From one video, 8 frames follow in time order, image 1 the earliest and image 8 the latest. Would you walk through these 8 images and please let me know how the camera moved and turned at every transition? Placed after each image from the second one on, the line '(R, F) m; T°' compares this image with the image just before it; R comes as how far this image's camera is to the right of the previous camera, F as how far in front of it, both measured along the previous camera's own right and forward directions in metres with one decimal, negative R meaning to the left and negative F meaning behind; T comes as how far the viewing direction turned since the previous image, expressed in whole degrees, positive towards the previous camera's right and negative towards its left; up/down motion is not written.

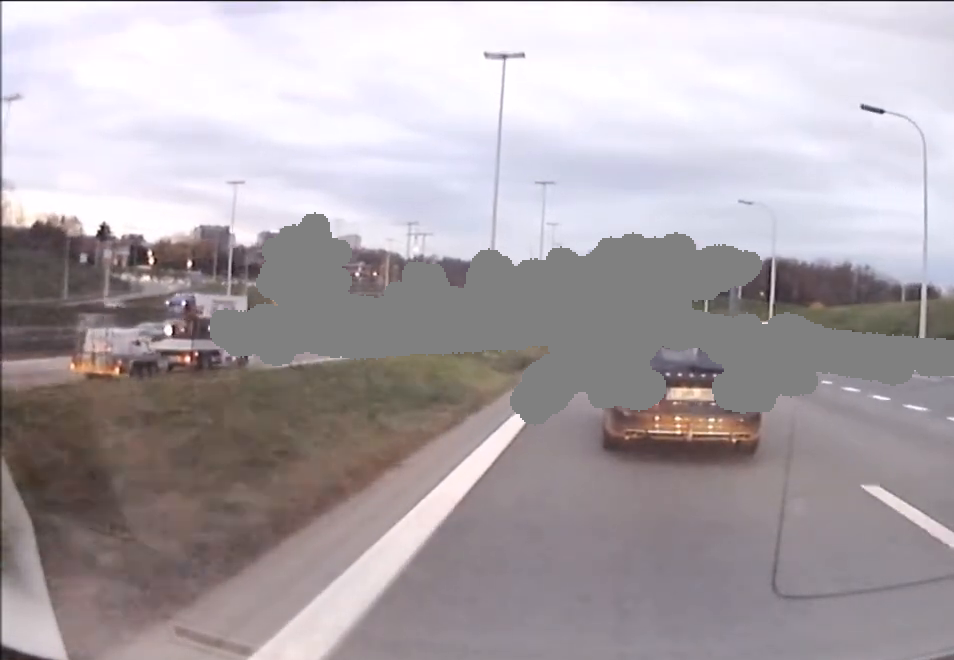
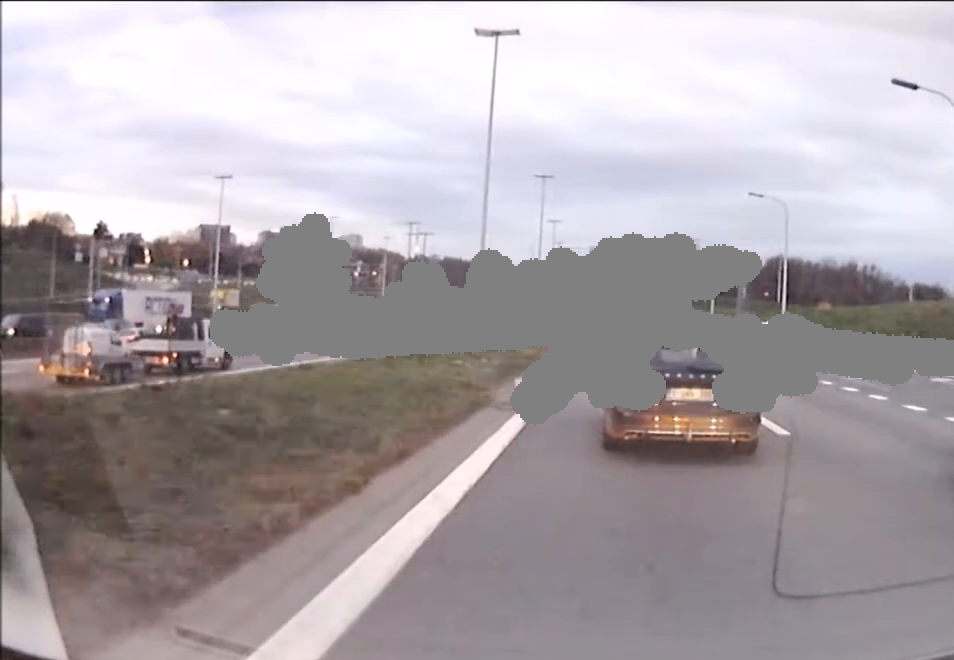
(0.0, +5.2) m; 0°
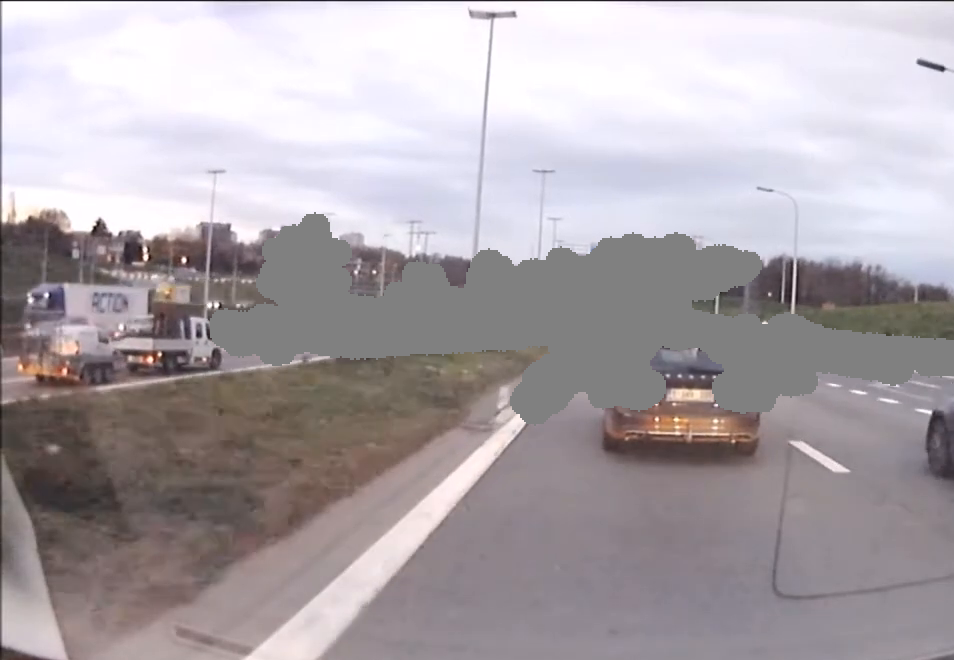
(0.0, +3.2) m; 0°
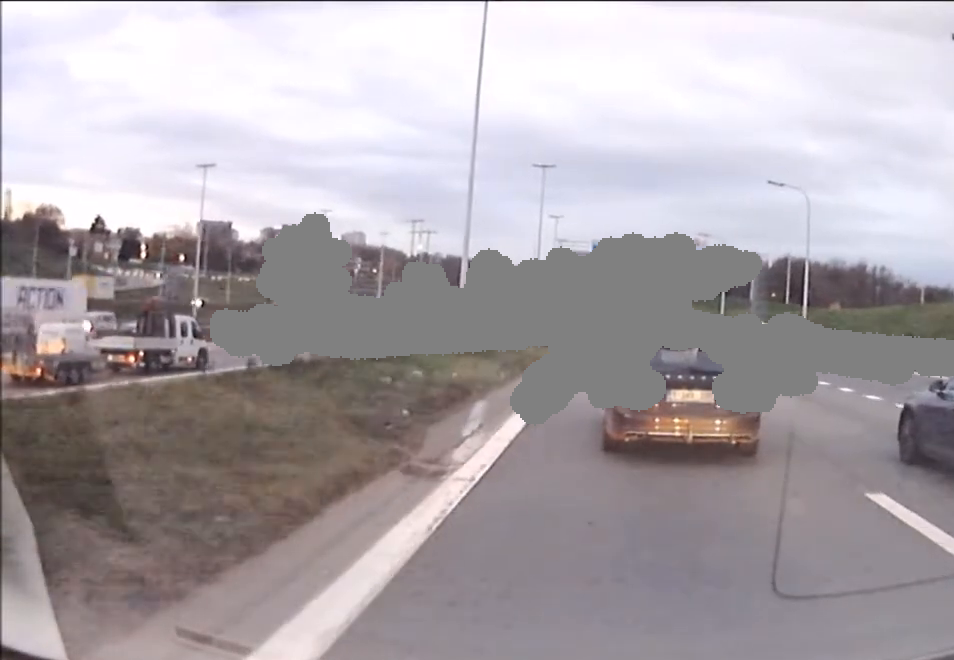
(0.0, +3.5) m; -1°
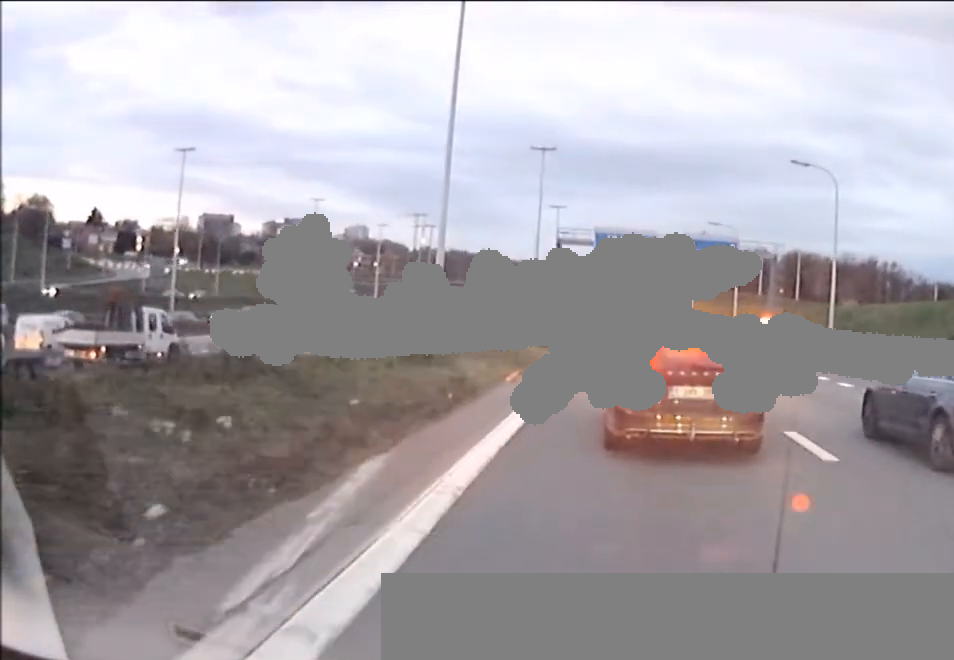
(0.0, +8.2) m; +1°
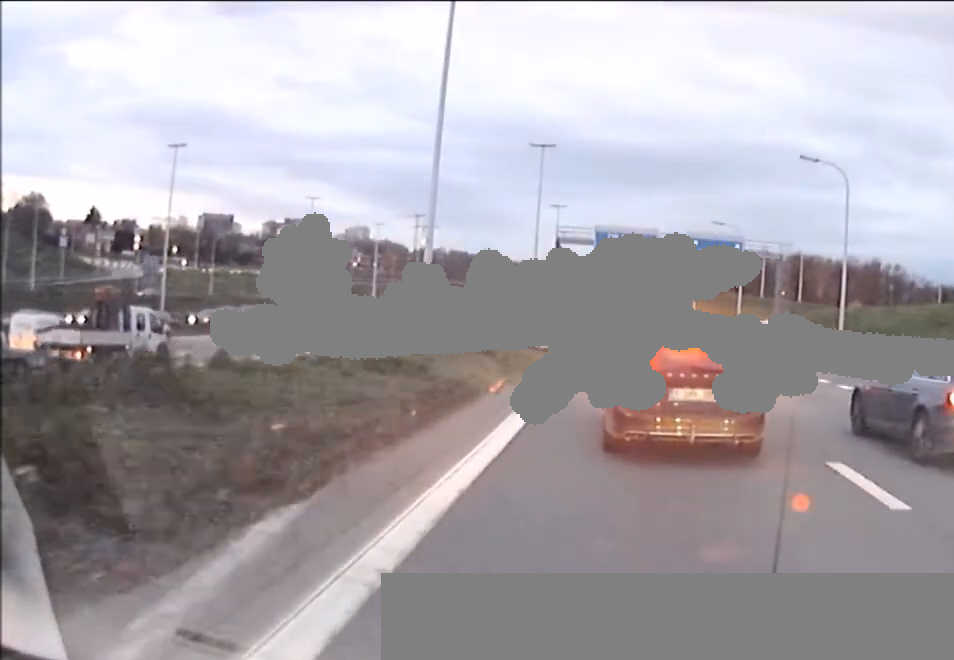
(0.0, +3.2) m; +1°
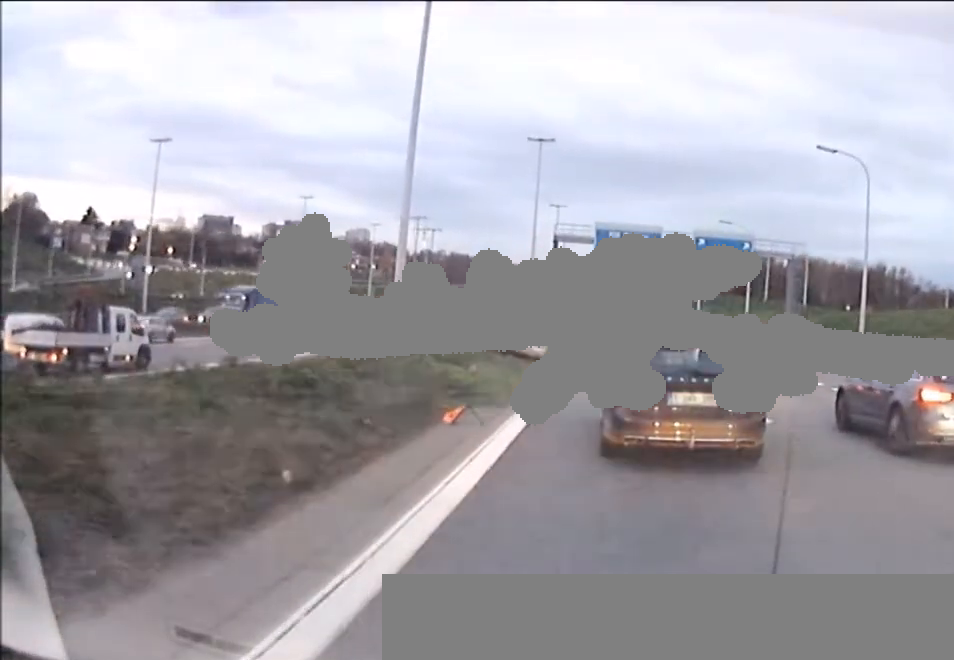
(0.0, +5.0) m; -1°
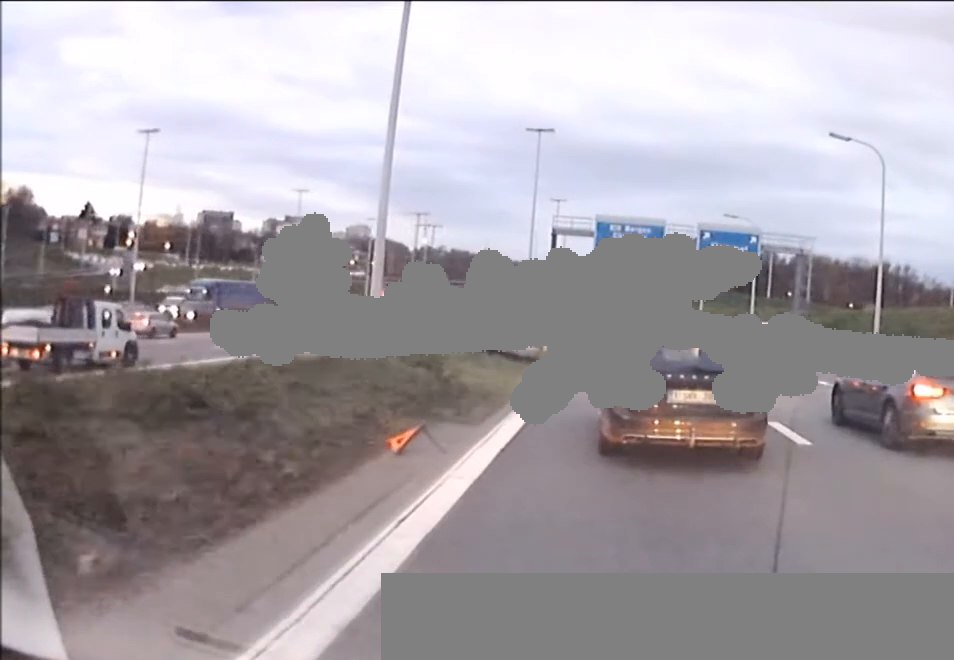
(-0.1, +3.2) m; -1°
